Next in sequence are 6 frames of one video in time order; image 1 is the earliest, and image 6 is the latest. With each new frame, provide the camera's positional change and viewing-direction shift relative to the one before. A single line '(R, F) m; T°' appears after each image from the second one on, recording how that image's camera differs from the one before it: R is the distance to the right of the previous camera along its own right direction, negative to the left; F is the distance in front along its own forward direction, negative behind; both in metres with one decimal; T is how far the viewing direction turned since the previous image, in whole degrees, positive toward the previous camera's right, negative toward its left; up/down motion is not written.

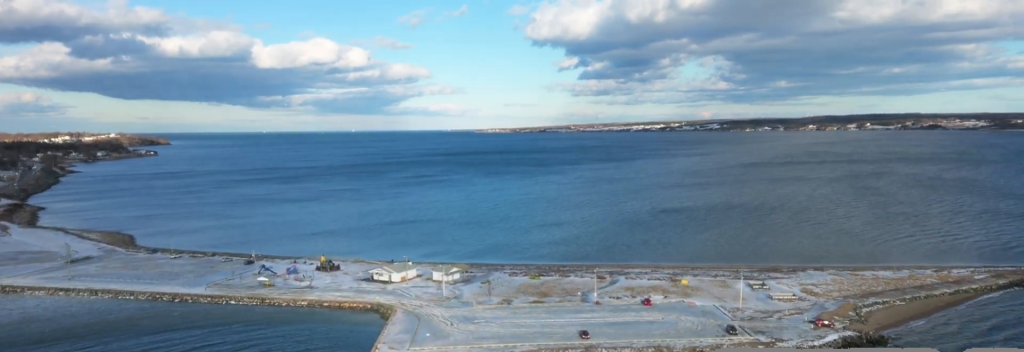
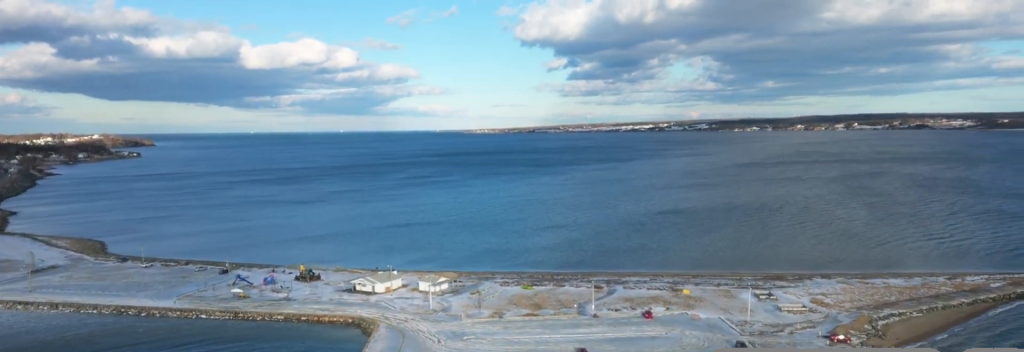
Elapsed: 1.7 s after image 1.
(+0.2, +13.5) m; +1°
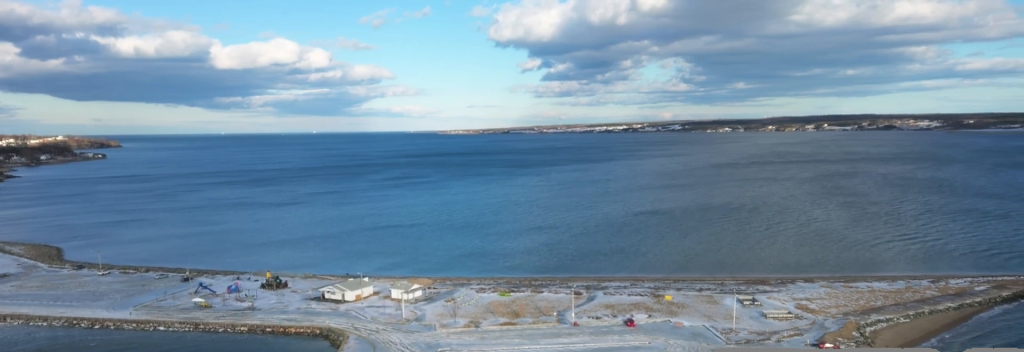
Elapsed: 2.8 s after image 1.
(+0.1, +8.2) m; +1°
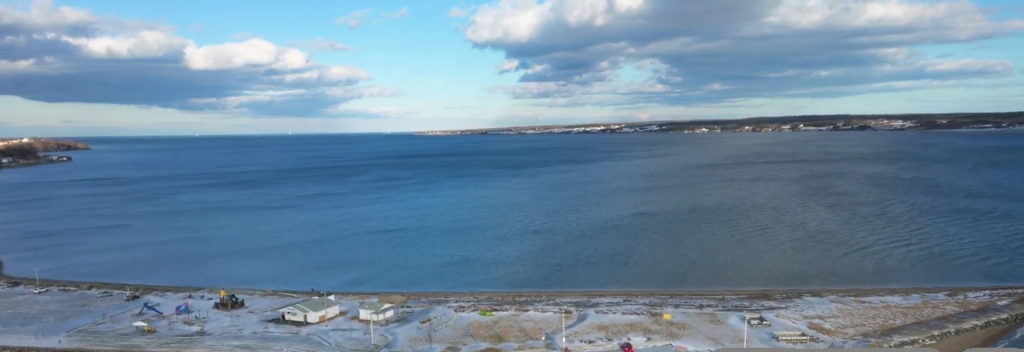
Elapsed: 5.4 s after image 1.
(+0.3, +21.3) m; +1°
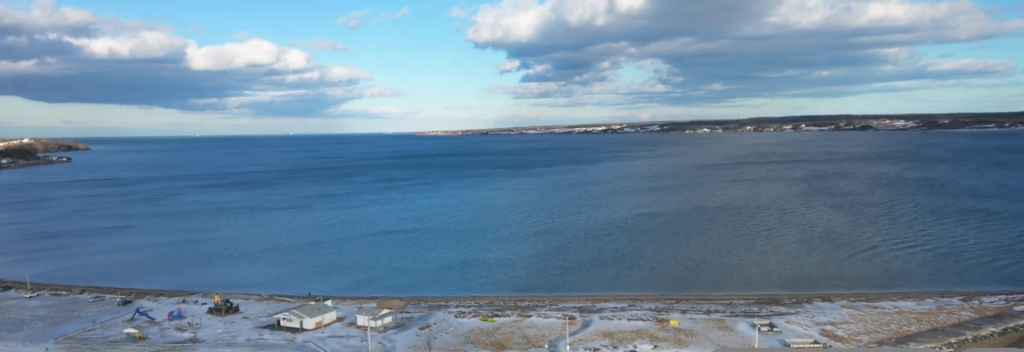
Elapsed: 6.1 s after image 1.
(0.0, +5.7) m; 0°
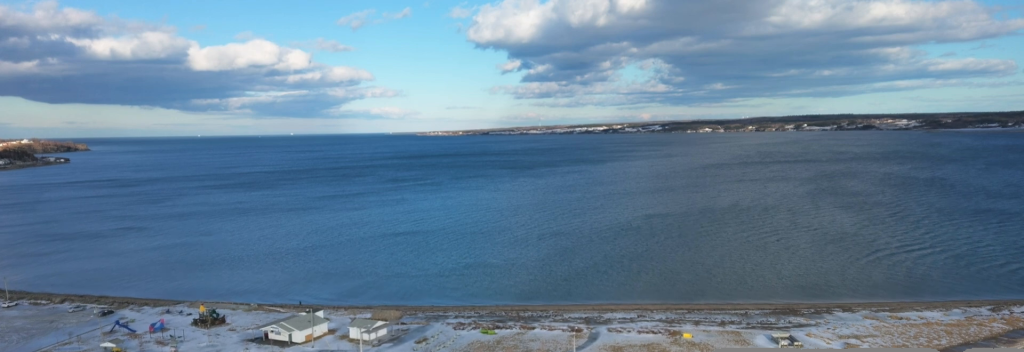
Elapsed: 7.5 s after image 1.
(0.0, +11.2) m; 0°
